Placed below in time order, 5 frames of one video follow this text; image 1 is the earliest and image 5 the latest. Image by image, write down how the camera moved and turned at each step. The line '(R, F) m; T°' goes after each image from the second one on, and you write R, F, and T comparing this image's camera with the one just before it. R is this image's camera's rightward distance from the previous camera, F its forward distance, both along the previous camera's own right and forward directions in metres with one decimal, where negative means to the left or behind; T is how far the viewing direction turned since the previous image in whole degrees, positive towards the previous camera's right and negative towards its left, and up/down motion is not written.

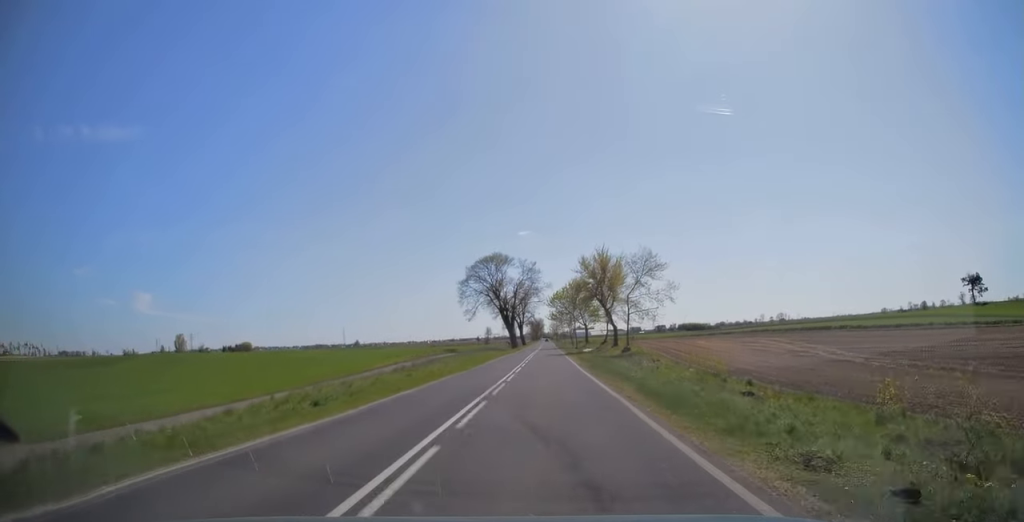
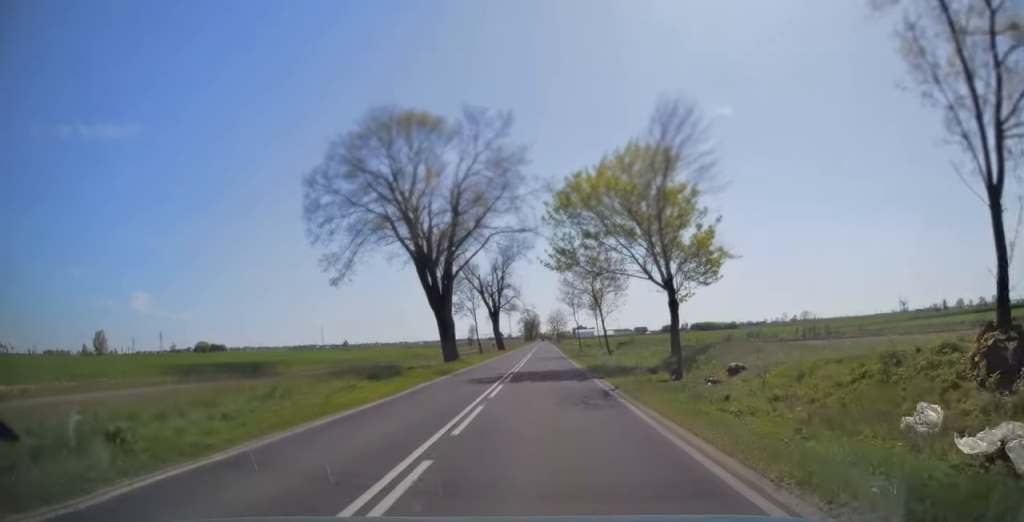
(+0.5, +72.0) m; 0°
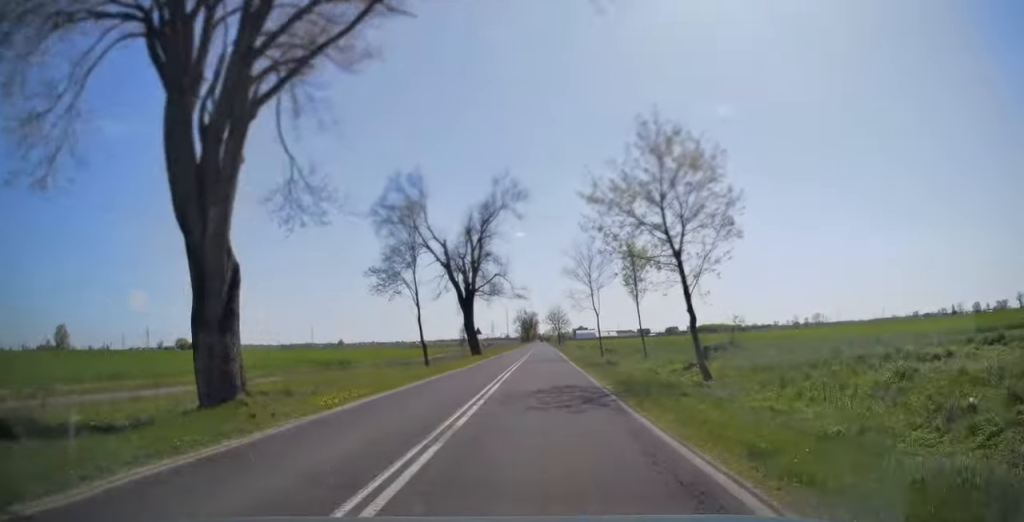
(0.0, +28.8) m; 0°
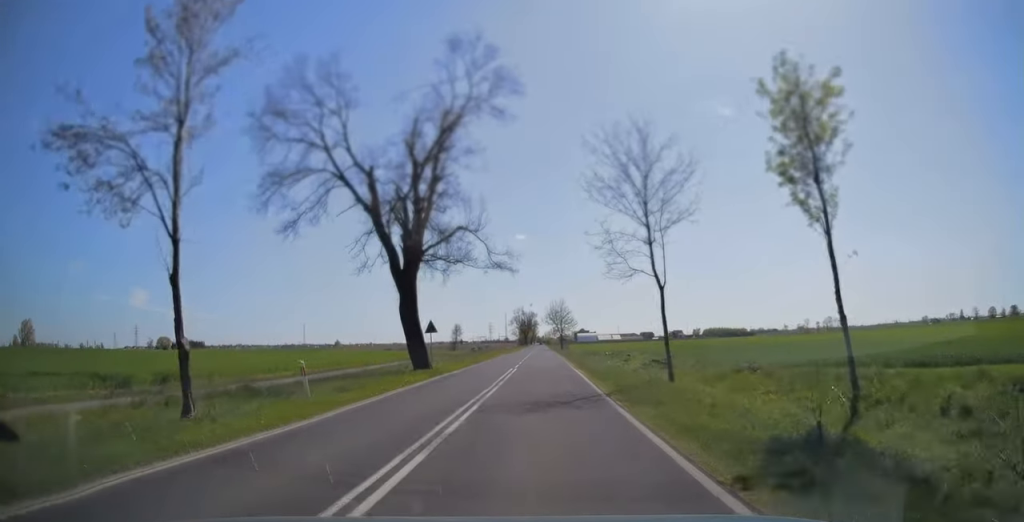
(+0.1, +24.1) m; 0°
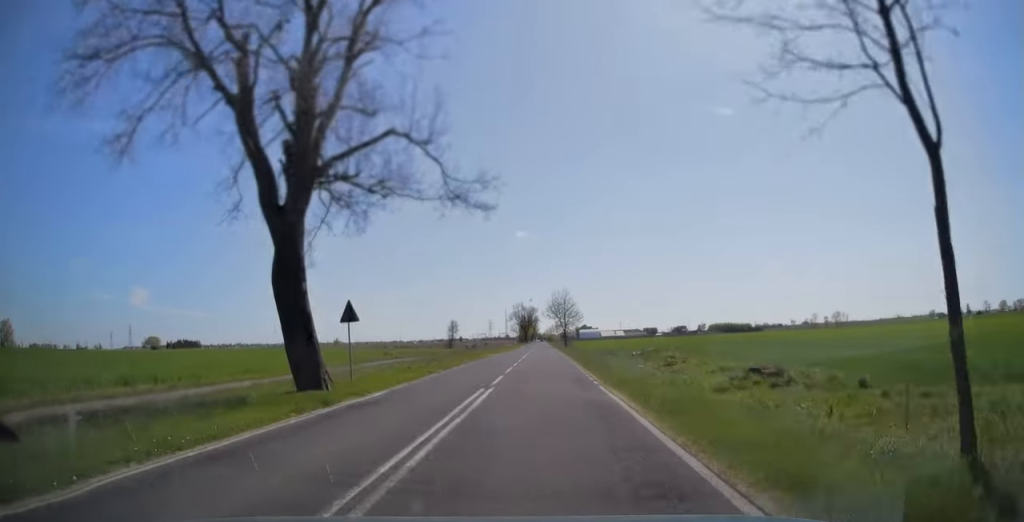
(+0.1, +14.7) m; 0°
